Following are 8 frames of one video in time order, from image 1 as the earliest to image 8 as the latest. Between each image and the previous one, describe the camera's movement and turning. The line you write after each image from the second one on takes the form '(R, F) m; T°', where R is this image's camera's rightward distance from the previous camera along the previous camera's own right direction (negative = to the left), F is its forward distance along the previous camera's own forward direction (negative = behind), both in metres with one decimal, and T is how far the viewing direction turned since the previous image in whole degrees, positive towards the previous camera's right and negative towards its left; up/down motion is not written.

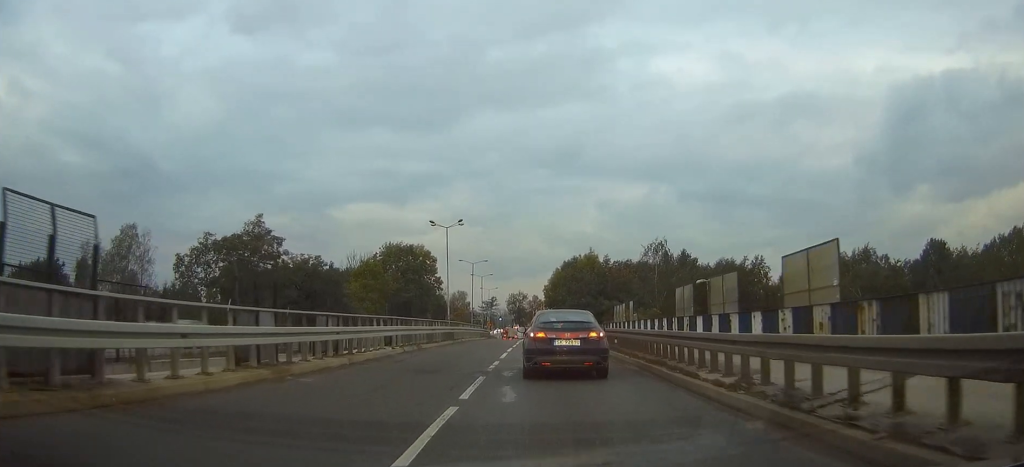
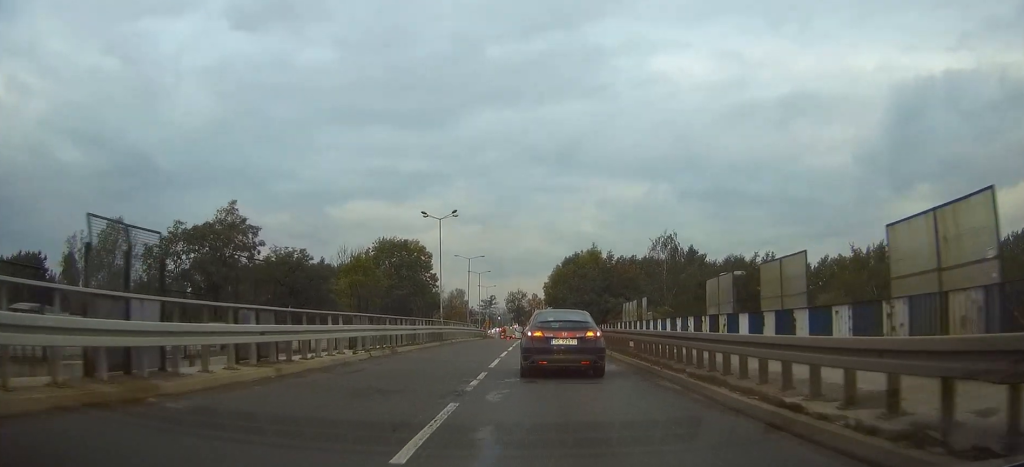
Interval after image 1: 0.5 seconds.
(0.0, +5.0) m; 0°
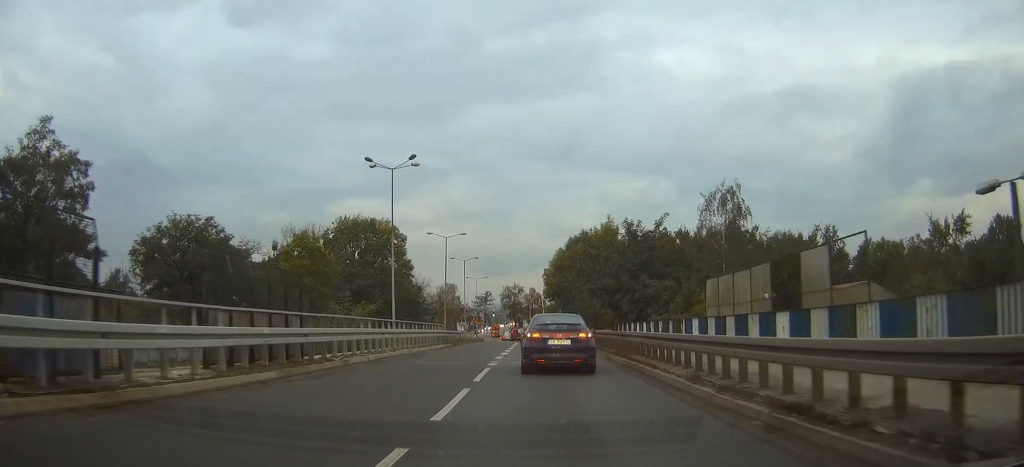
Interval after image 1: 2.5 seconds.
(0.0, +21.7) m; 0°
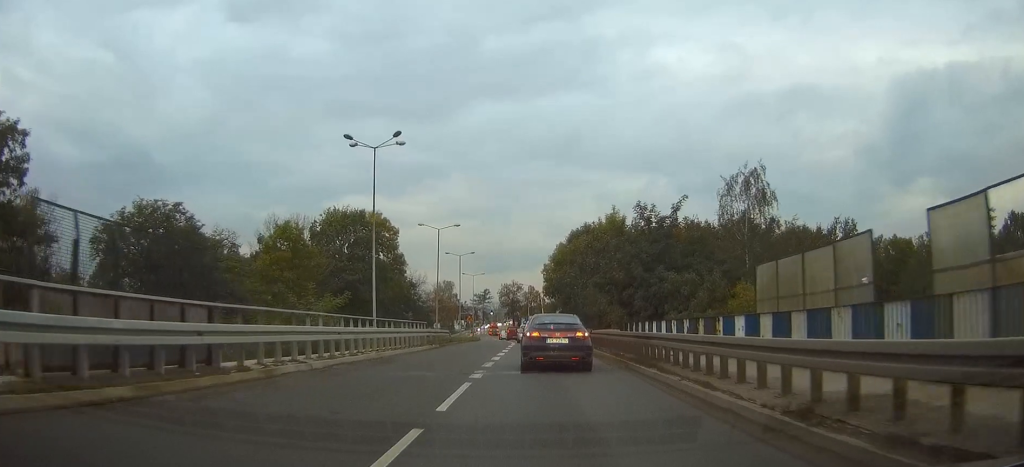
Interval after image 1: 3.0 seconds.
(+0.1, +5.2) m; -1°
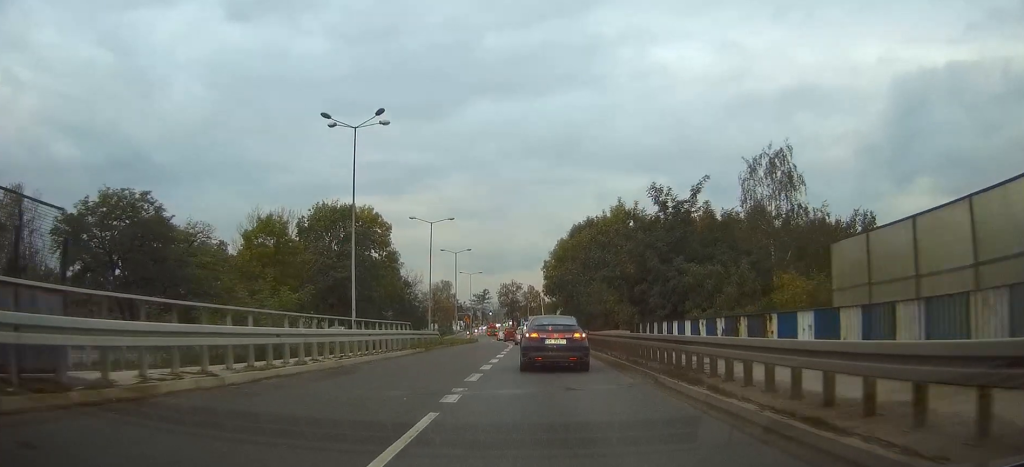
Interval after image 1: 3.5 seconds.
(-0.1, +4.5) m; 0°
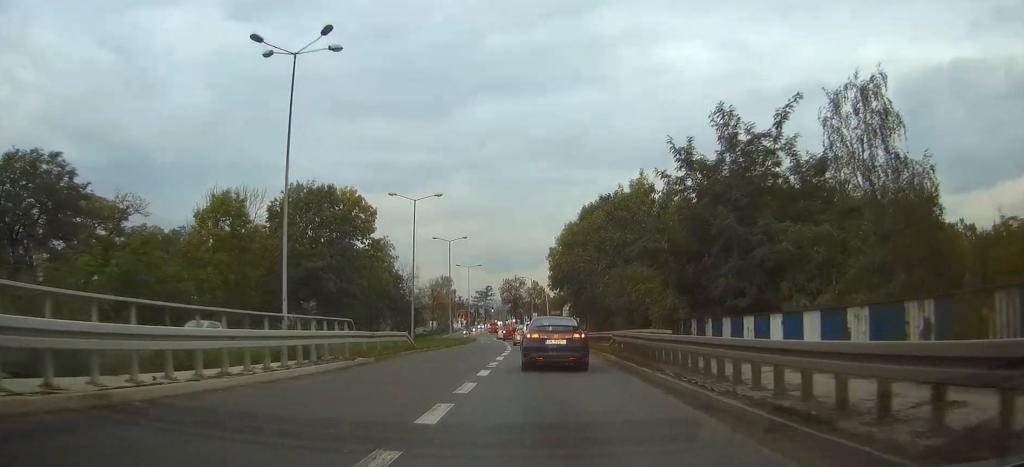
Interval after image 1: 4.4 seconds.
(-0.1, +10.2) m; 0°
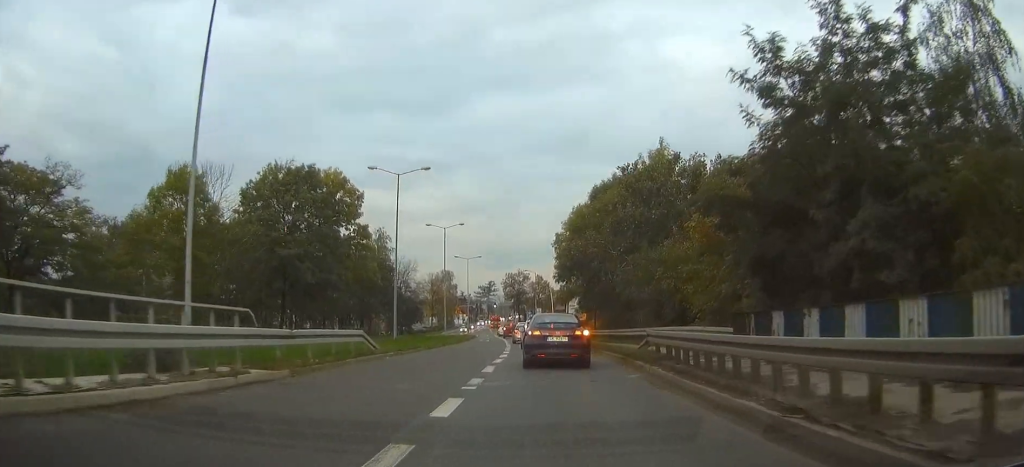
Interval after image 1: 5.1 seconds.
(+0.1, +7.5) m; 0°
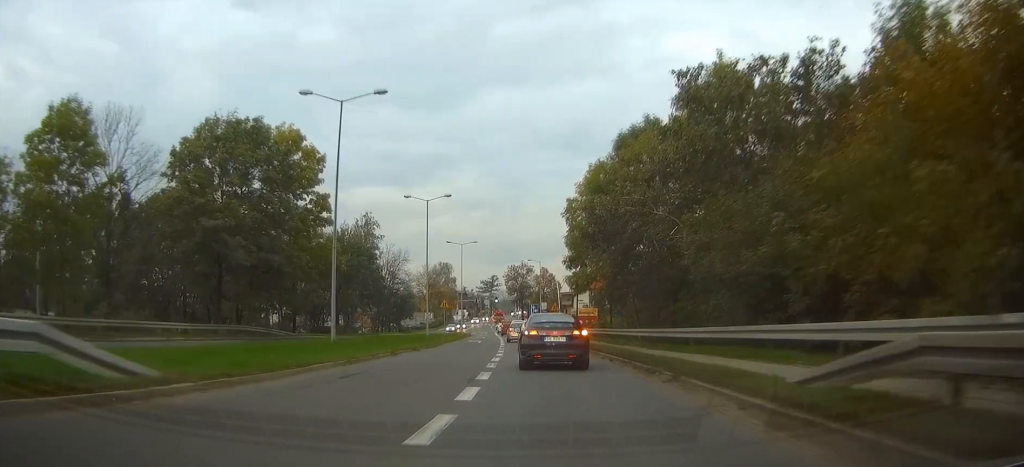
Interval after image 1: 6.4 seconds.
(-0.1, +14.2) m; -1°
